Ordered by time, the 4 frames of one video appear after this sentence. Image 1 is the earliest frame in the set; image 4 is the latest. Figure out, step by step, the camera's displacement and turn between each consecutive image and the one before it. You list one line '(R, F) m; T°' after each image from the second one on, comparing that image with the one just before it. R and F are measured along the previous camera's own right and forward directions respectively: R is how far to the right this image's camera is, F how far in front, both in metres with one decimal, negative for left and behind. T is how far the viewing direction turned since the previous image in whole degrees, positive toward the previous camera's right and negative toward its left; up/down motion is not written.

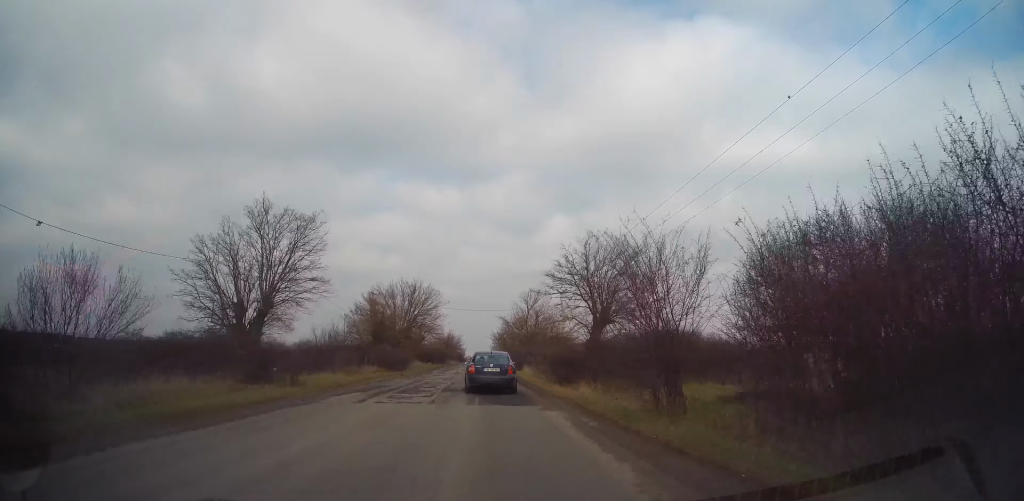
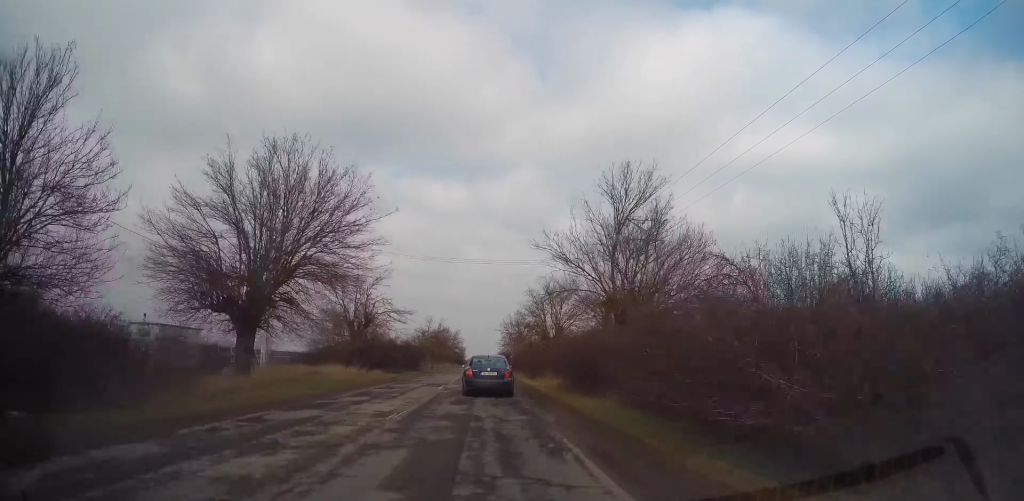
(+0.1, +44.8) m; -1°
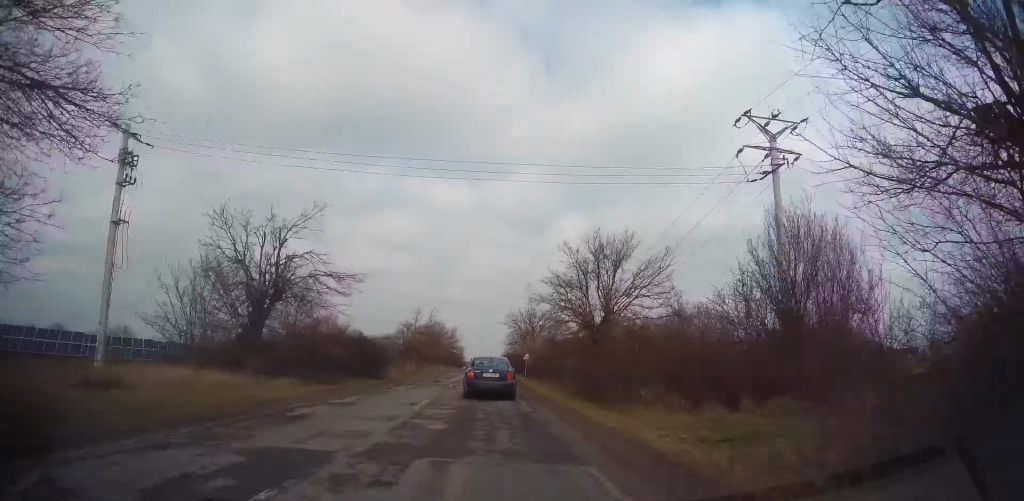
(-0.5, +20.4) m; 0°
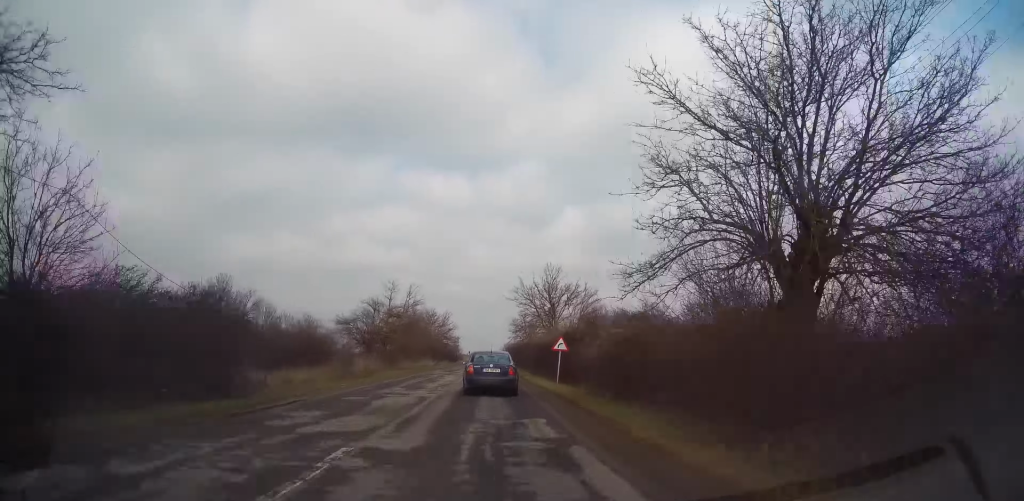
(+0.5, +21.1) m; 0°
